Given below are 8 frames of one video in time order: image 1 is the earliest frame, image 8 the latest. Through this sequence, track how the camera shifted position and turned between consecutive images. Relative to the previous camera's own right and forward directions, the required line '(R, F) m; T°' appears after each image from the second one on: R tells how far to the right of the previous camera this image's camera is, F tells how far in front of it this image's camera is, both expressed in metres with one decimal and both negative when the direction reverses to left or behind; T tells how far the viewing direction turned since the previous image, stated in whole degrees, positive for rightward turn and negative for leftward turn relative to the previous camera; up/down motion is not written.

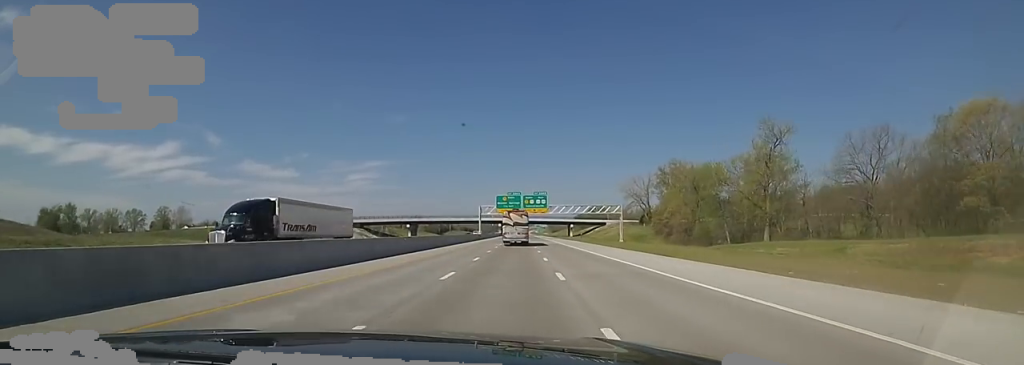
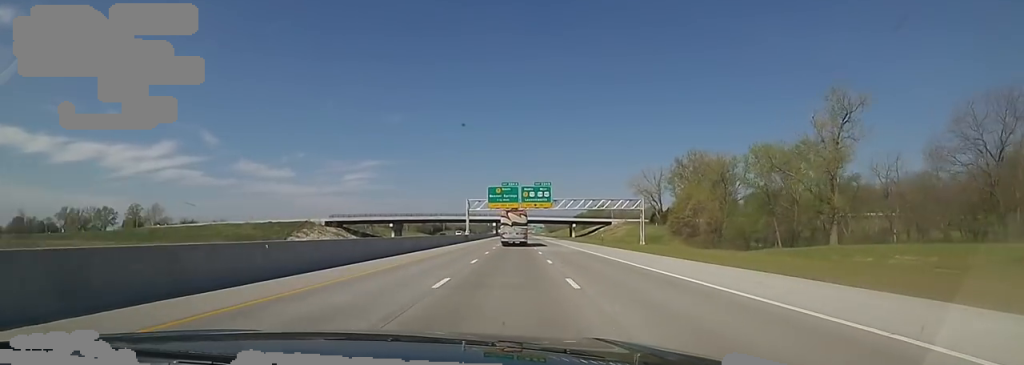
(+0.2, +21.6) m; 0°
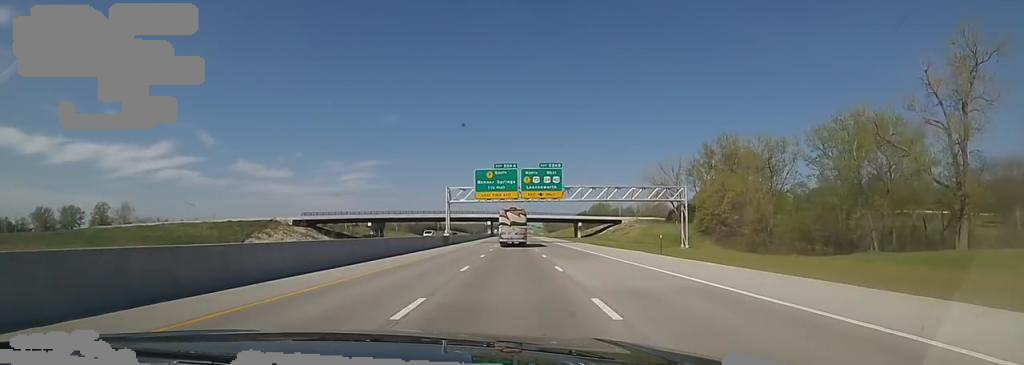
(-0.4, +24.5) m; 0°
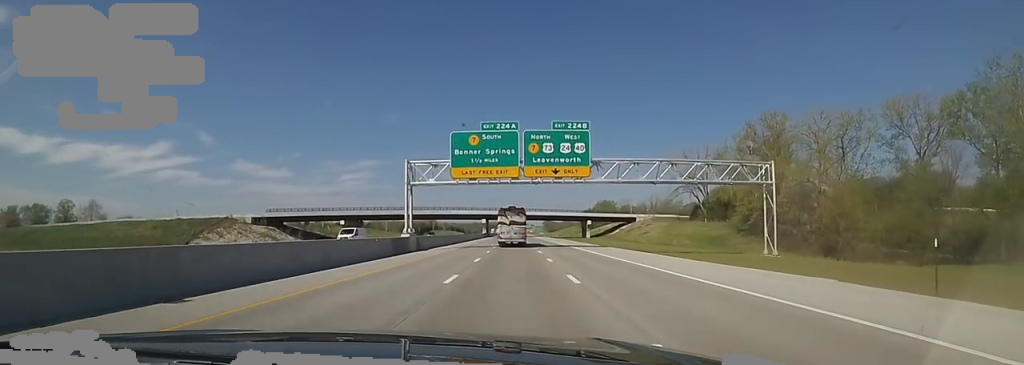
(+0.2, +24.4) m; -1°
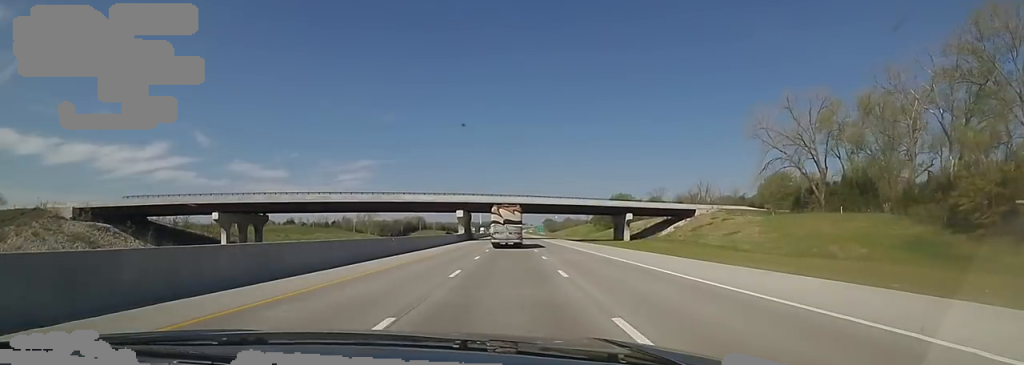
(-1.7, +57.6) m; -1°
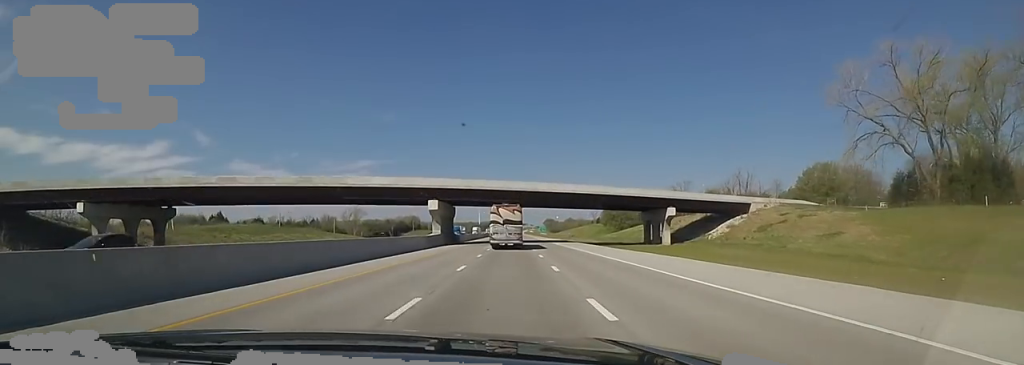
(+1.2, +27.1) m; +2°
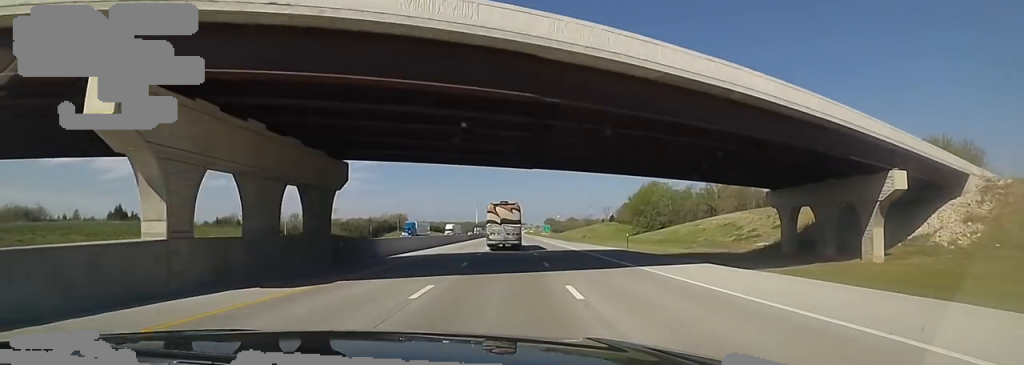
(-0.2, +46.2) m; 0°
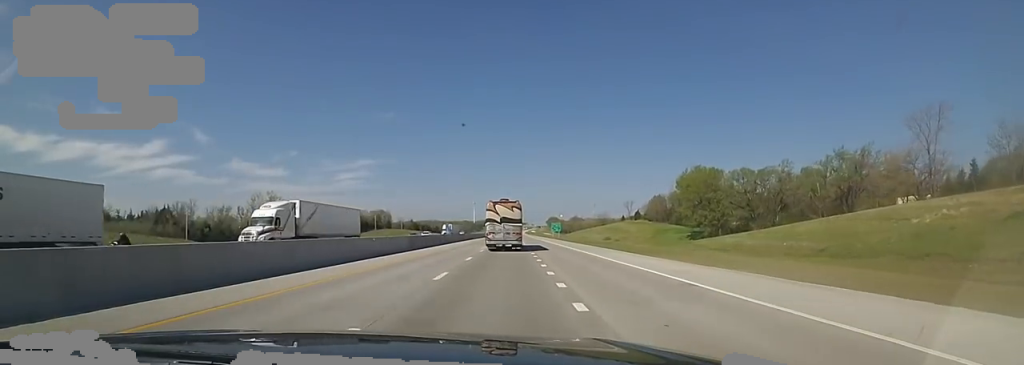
(-0.1, +53.8) m; -1°
